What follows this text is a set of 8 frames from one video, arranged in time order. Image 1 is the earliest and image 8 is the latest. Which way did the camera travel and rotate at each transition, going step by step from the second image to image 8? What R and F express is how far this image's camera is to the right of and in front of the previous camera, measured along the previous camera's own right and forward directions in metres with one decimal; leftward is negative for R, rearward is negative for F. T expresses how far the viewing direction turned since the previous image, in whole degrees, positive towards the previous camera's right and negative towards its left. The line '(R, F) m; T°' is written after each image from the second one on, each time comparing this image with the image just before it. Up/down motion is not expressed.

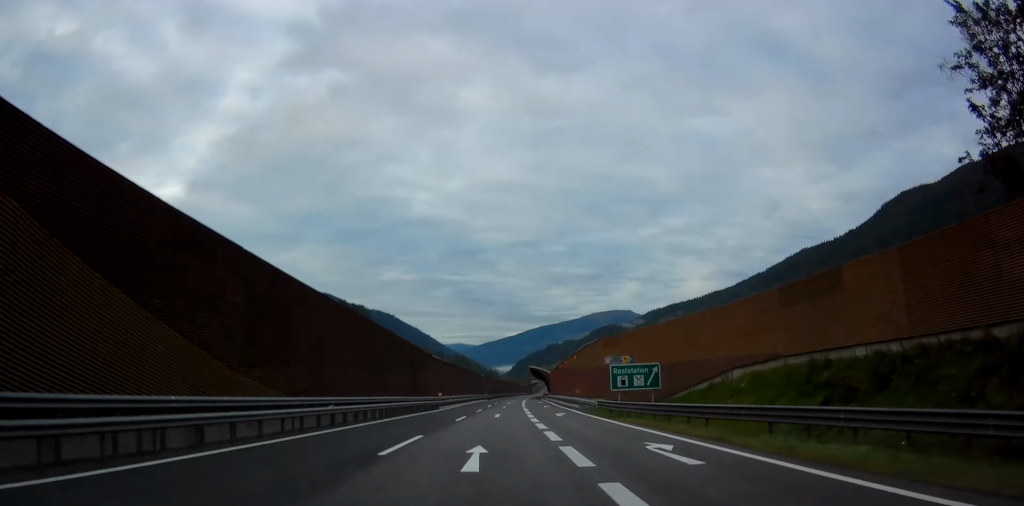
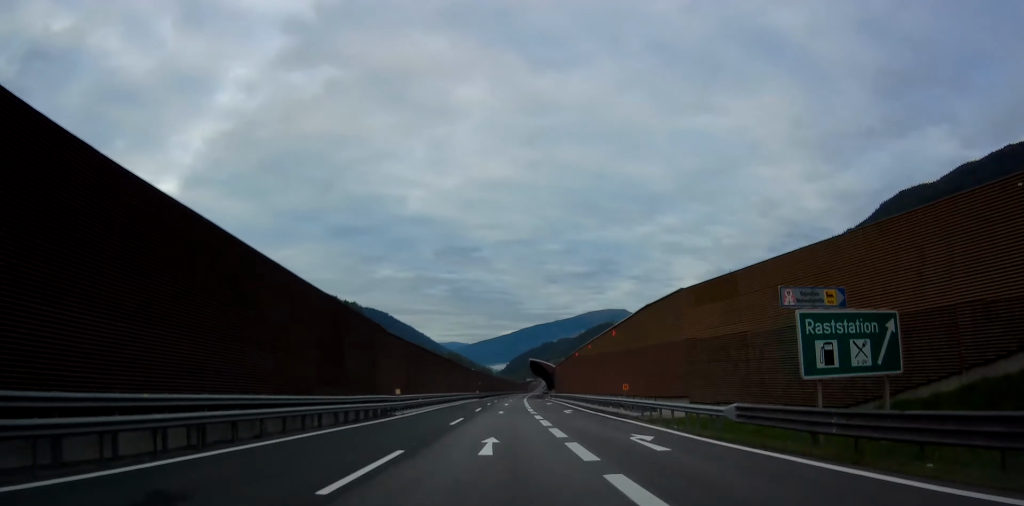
(0.0, +23.4) m; 0°
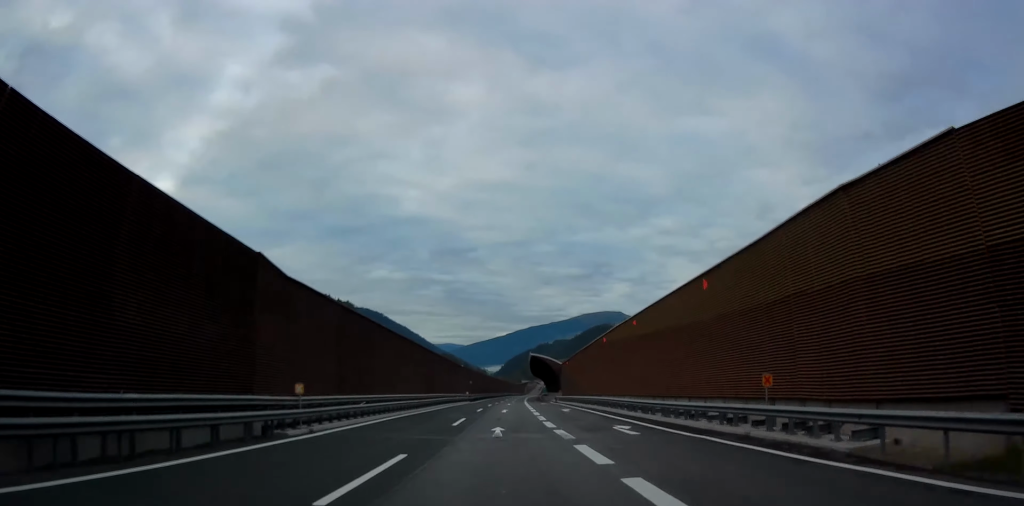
(-0.3, +17.9) m; 0°
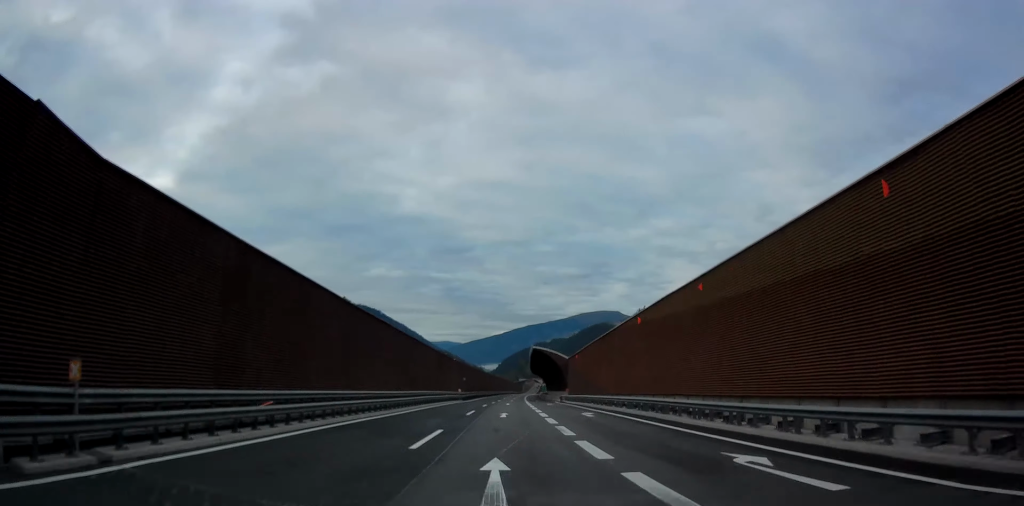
(+0.3, +11.4) m; 0°
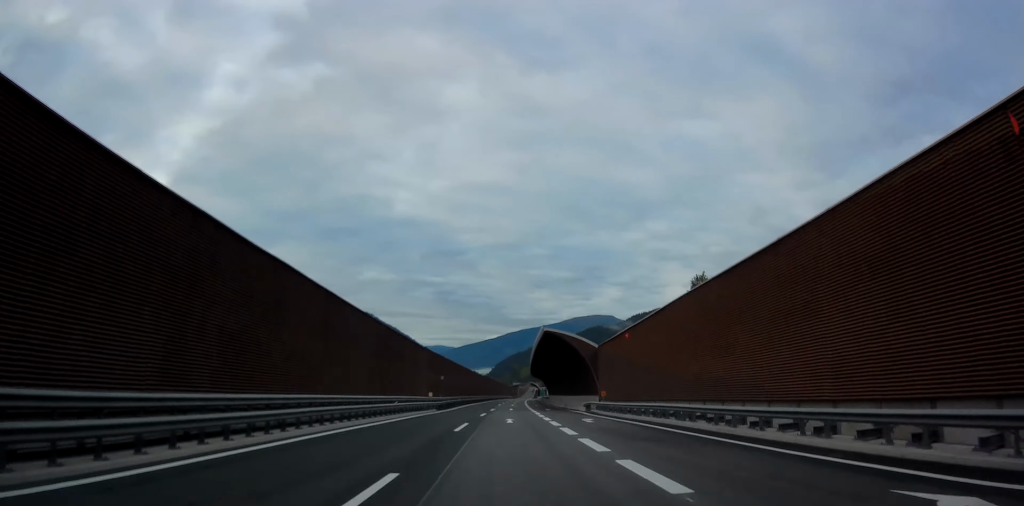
(+0.2, +28.3) m; 0°
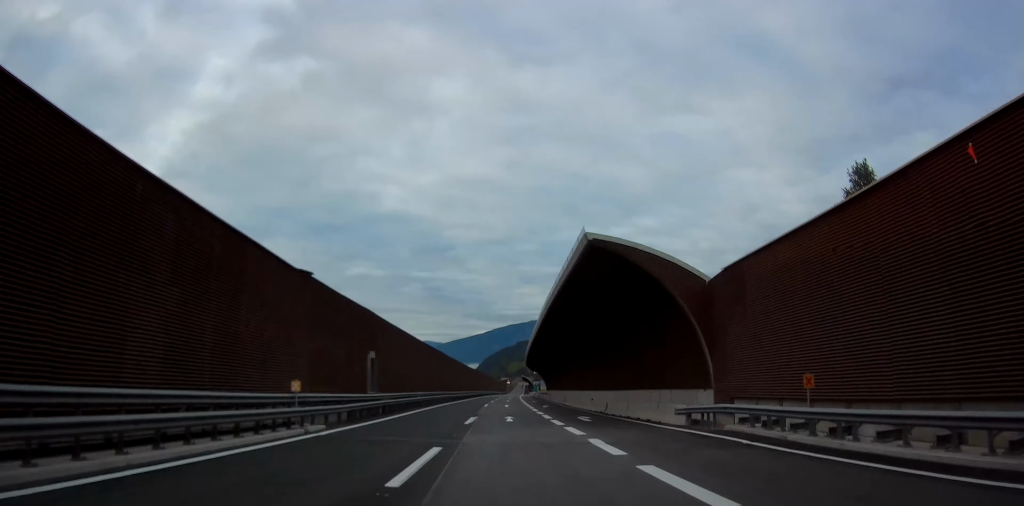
(+0.1, +30.7) m; +1°
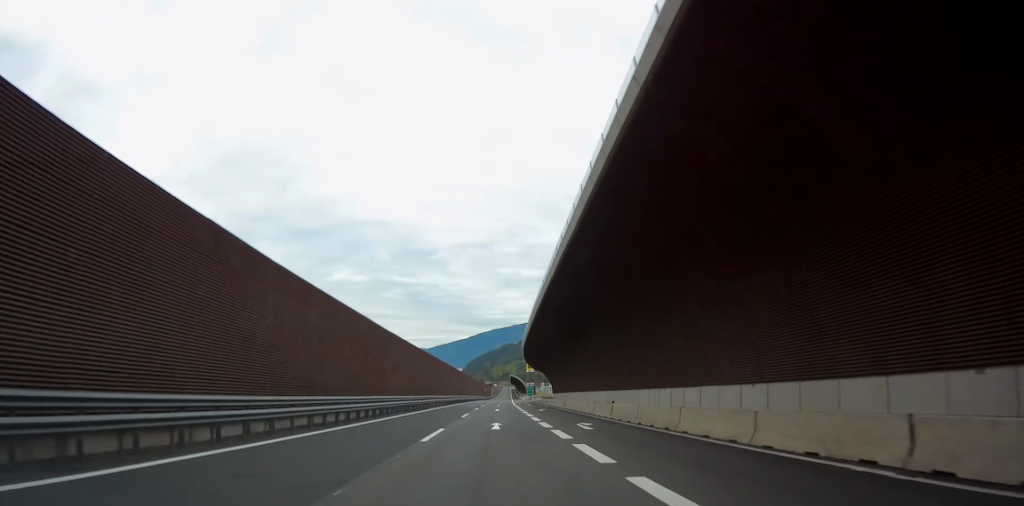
(+1.6, +54.1) m; +2°
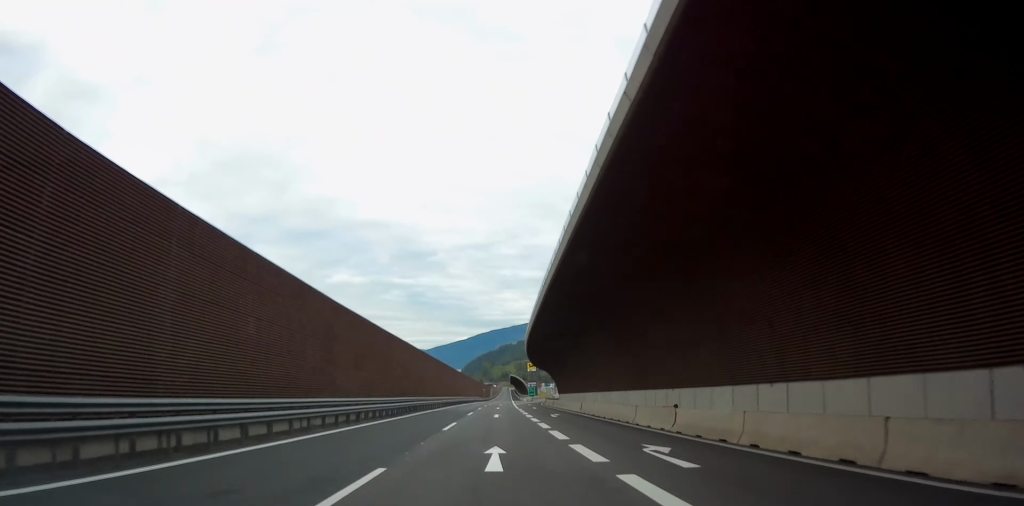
(0.0, +12.6) m; 0°
